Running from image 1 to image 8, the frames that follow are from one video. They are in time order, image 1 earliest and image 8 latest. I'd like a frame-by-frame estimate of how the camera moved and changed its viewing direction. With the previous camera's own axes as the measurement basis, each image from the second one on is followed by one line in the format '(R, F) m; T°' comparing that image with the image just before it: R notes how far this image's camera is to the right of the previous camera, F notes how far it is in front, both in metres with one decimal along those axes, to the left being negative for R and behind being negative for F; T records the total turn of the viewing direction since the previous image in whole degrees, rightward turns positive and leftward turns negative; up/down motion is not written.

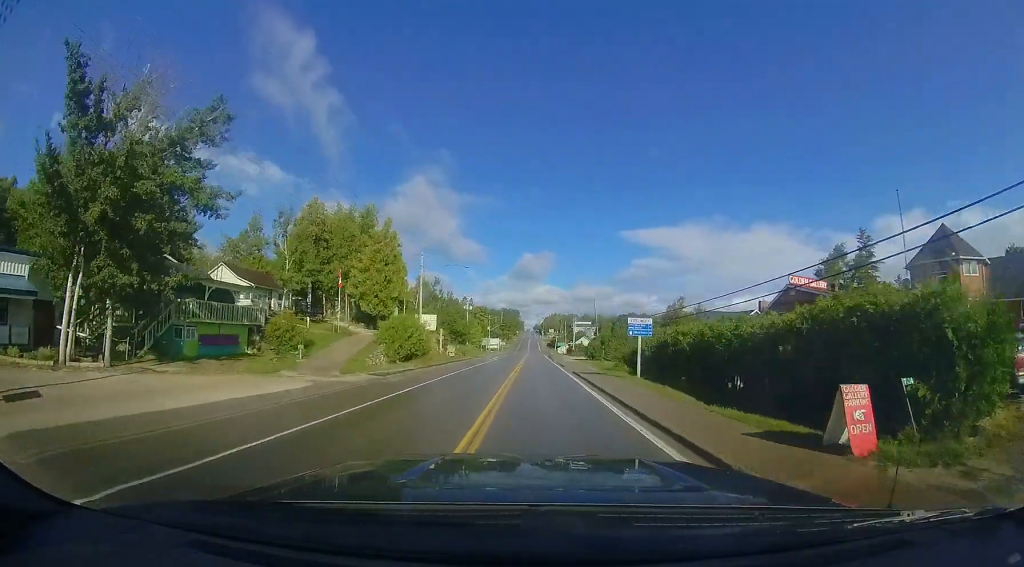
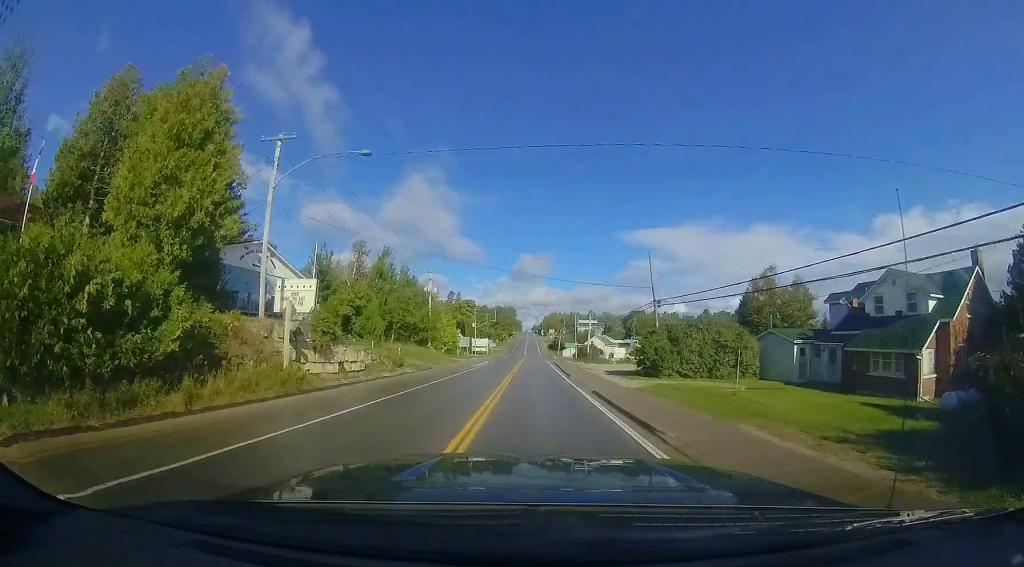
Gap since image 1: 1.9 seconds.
(+0.2, +23.8) m; 0°
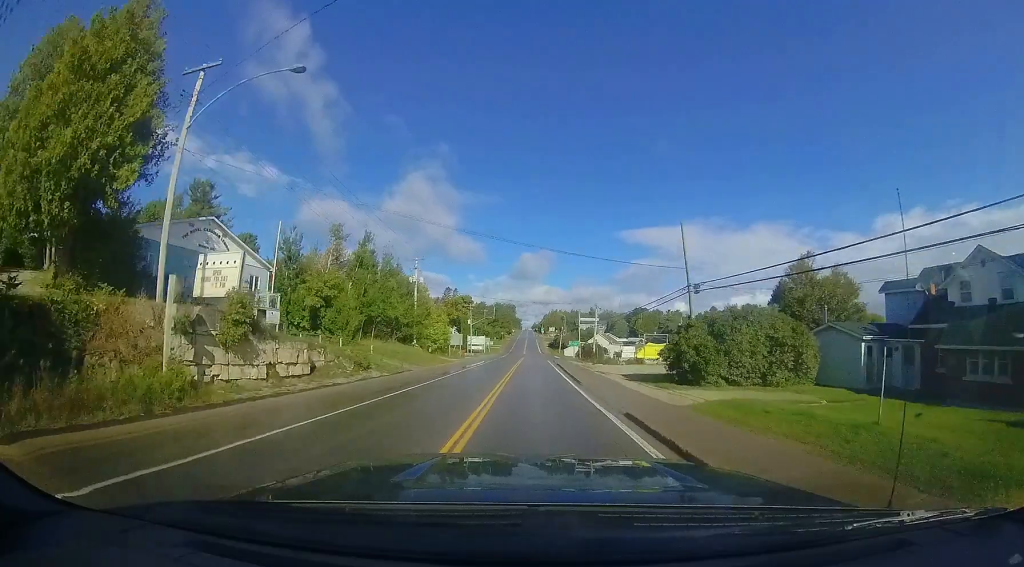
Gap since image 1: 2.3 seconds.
(-0.2, +5.6) m; 0°
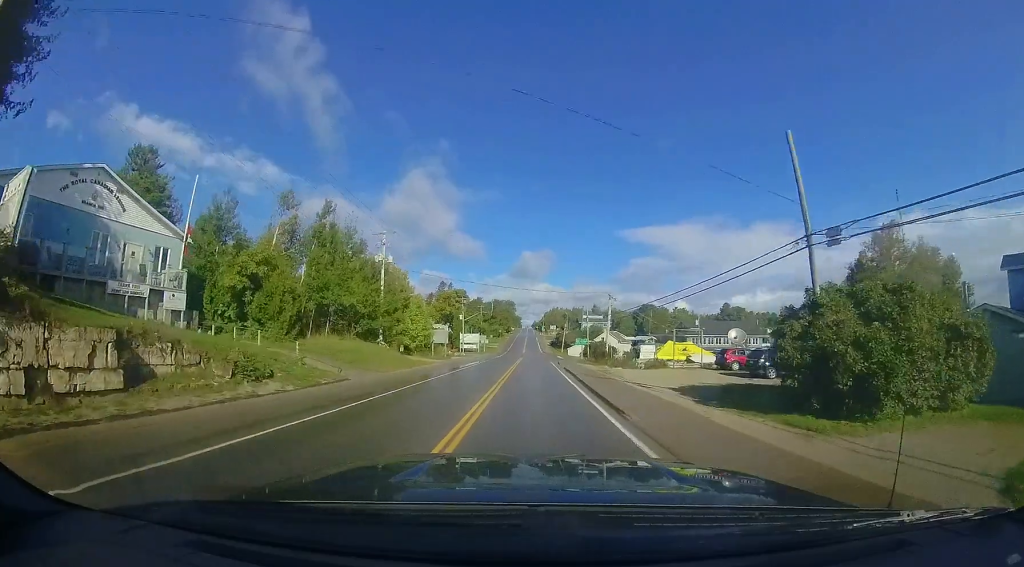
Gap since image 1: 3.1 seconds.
(+0.2, +8.9) m; +1°
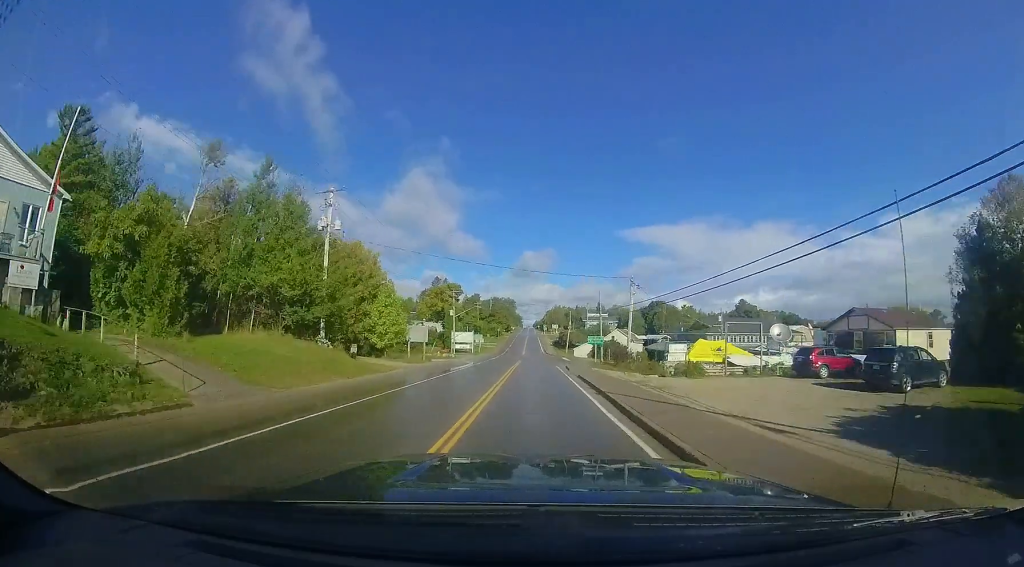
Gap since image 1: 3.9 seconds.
(0.0, +8.8) m; 0°
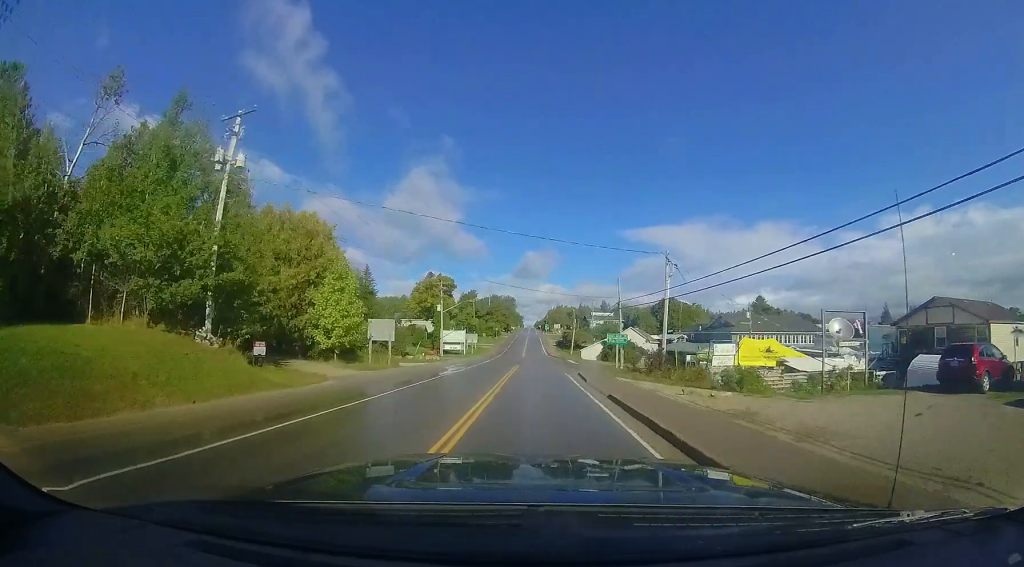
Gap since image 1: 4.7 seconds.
(0.0, +8.7) m; 0°
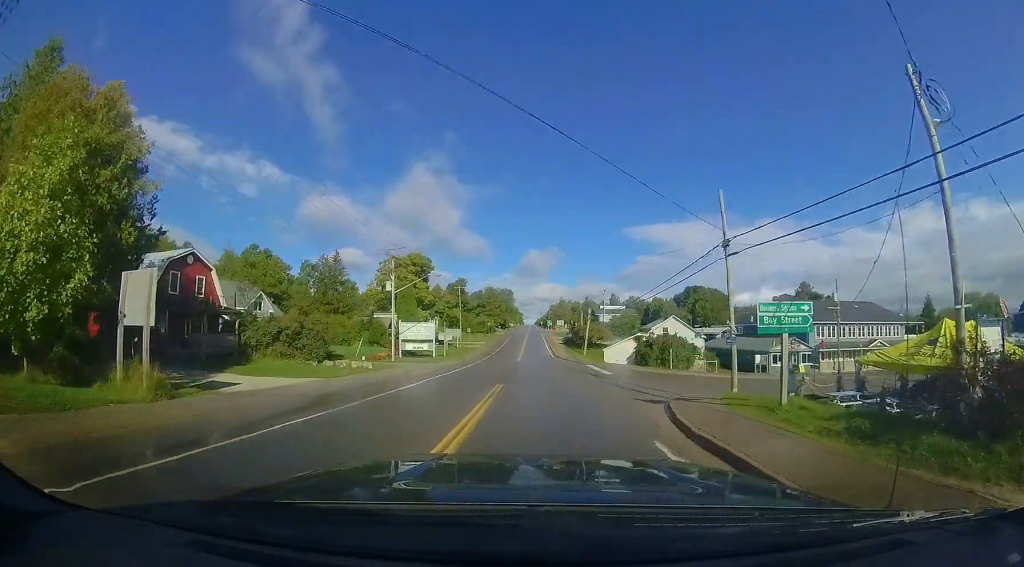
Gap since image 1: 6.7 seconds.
(+0.3, +18.8) m; +2°
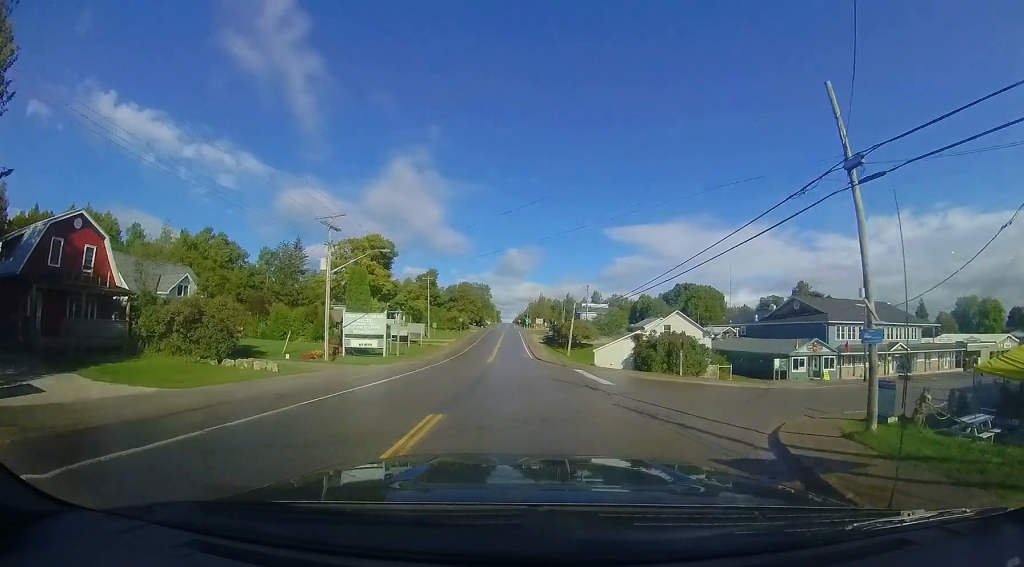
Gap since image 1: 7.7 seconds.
(0.0, +8.1) m; +4°
